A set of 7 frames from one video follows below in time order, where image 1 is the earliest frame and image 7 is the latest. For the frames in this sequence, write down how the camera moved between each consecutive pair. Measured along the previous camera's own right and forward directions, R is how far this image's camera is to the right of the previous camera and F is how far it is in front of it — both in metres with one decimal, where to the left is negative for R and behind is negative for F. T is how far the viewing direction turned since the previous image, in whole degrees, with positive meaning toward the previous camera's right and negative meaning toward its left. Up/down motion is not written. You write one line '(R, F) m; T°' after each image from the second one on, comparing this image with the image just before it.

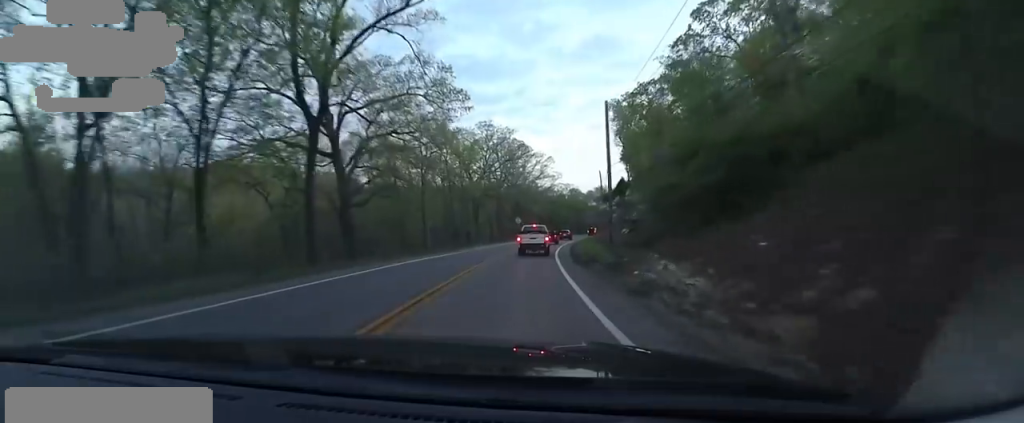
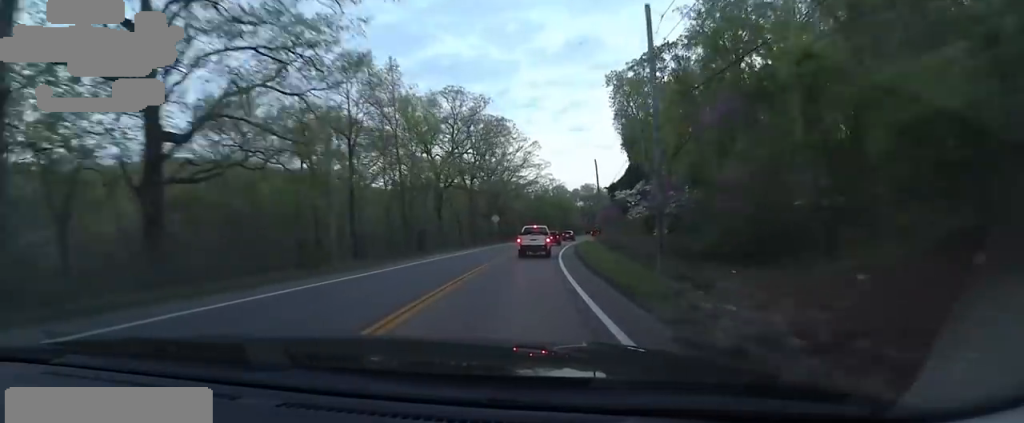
(+0.7, +17.0) m; +3°
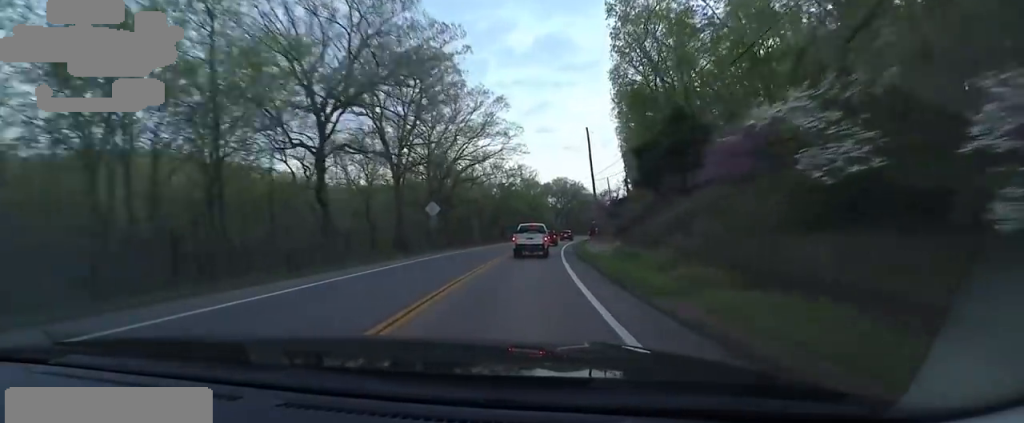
(+0.5, +24.1) m; +3°
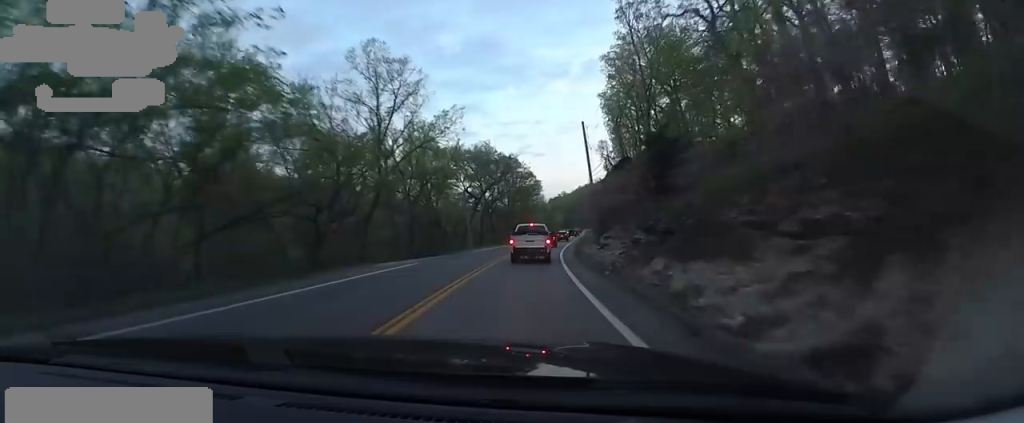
(+8.8, +60.3) m; +12°
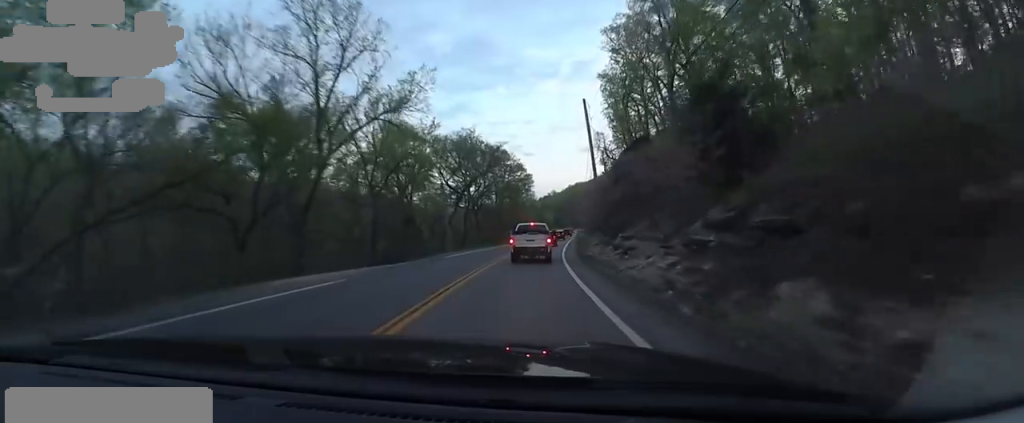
(-0.4, +9.4) m; 0°
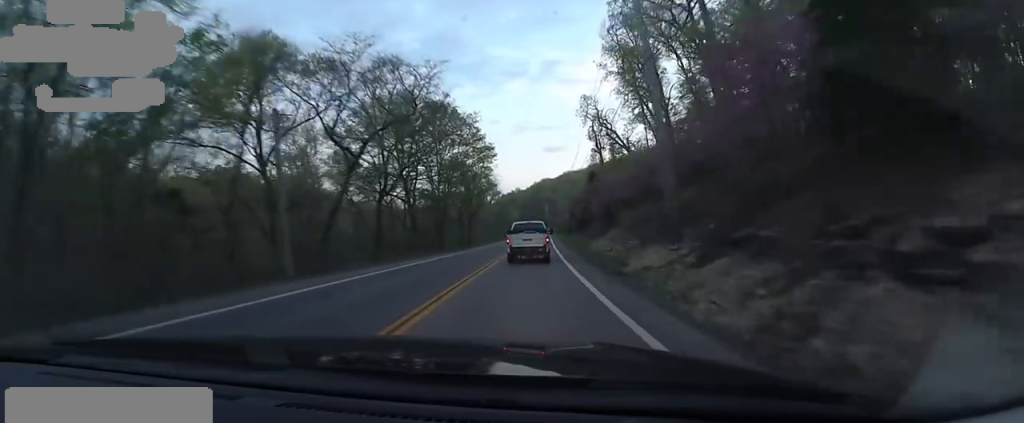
(+0.8, +28.7) m; +3°
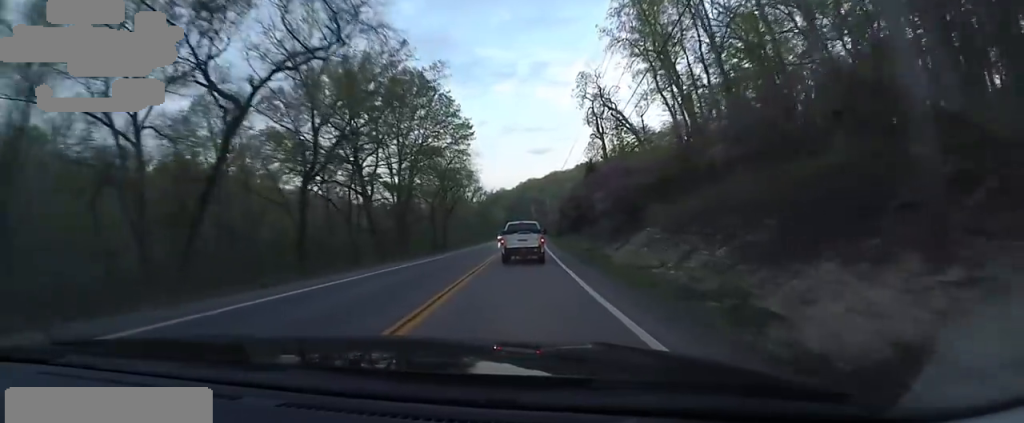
(0.0, +12.4) m; +2°
